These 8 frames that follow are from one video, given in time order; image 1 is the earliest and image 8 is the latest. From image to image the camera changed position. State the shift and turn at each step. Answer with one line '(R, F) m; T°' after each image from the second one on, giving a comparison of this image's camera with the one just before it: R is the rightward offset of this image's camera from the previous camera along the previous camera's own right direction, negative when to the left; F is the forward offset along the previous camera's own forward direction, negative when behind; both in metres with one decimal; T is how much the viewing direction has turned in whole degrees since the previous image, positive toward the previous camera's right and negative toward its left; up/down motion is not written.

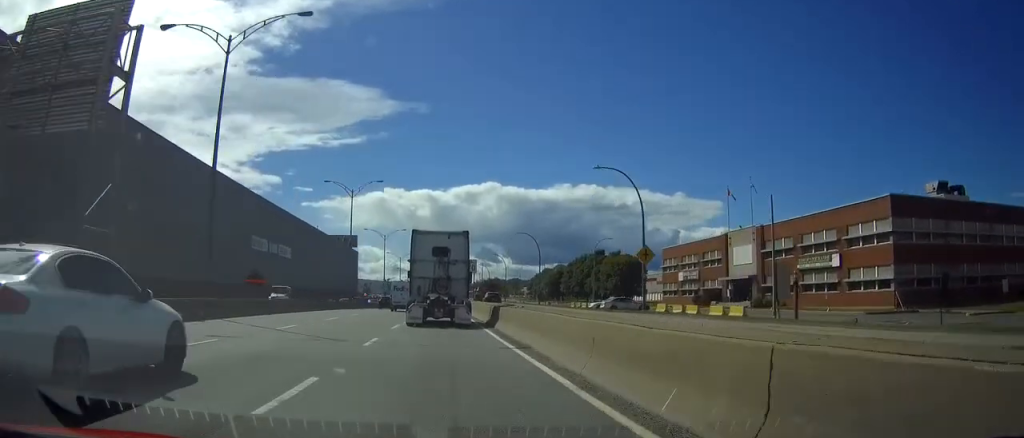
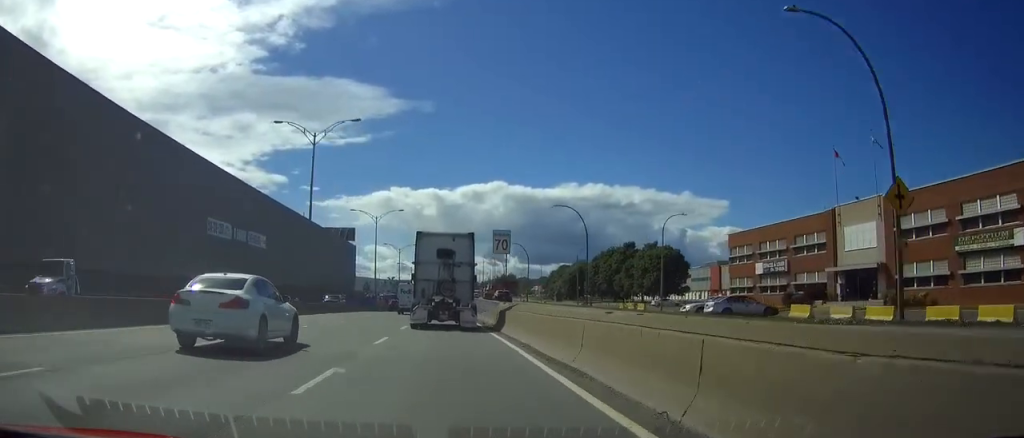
(-0.1, +25.7) m; 0°
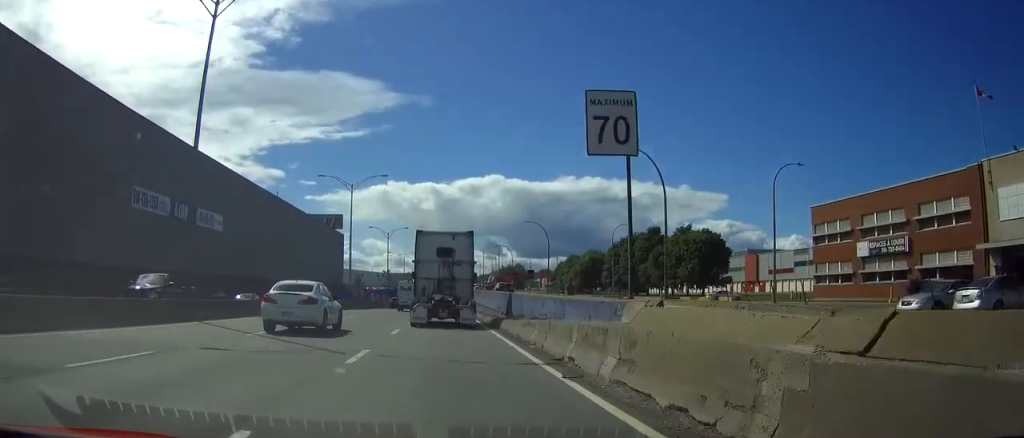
(0.0, +23.4) m; 0°
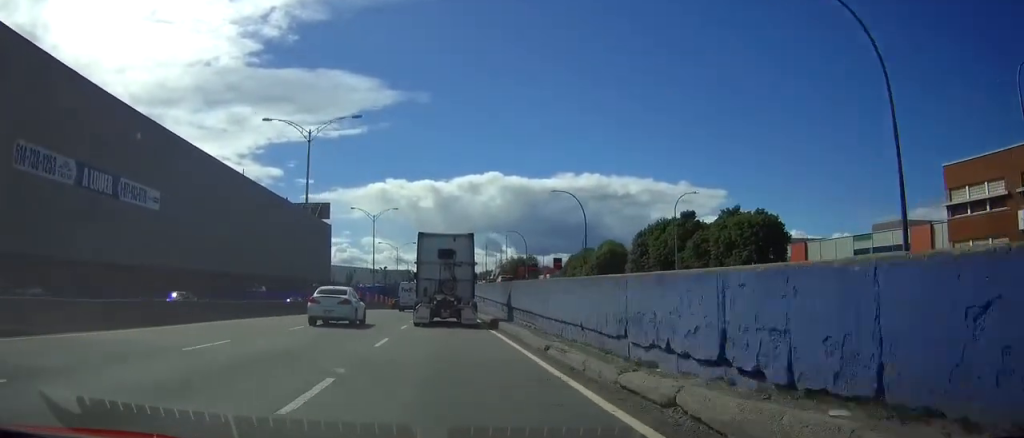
(-0.1, +23.1) m; 0°
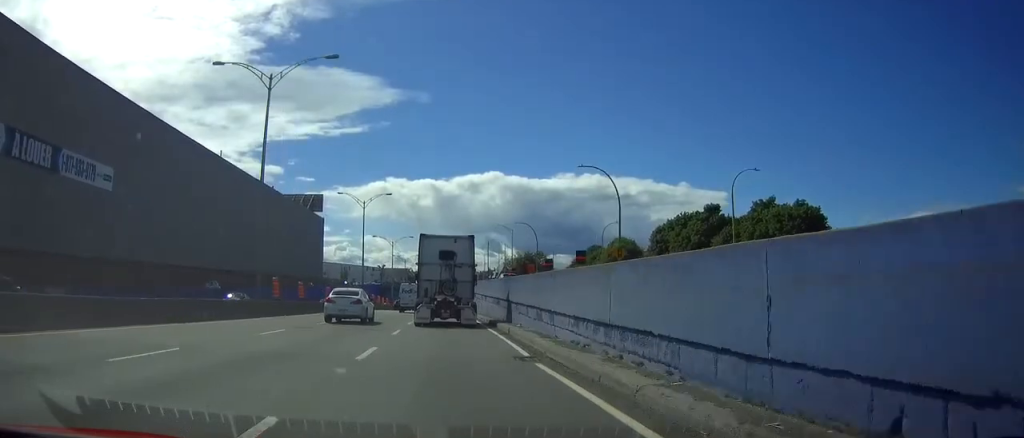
(0.0, +12.5) m; 0°
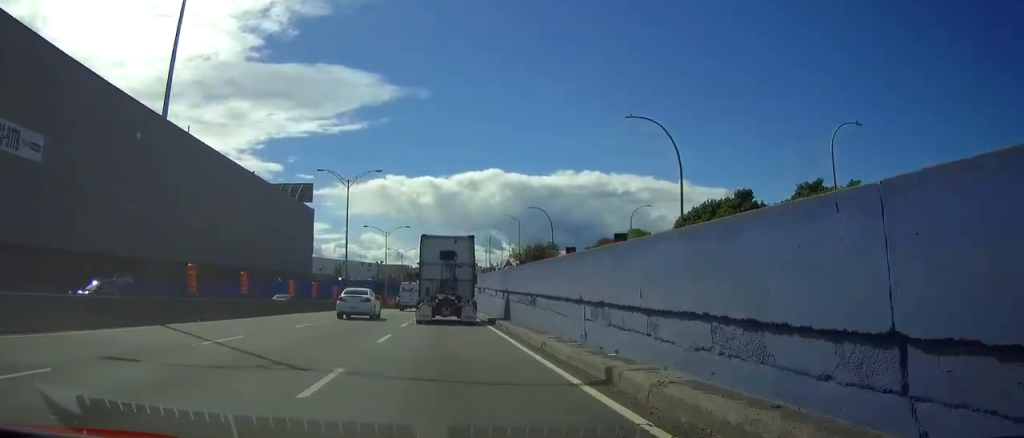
(0.0, +13.9) m; 0°
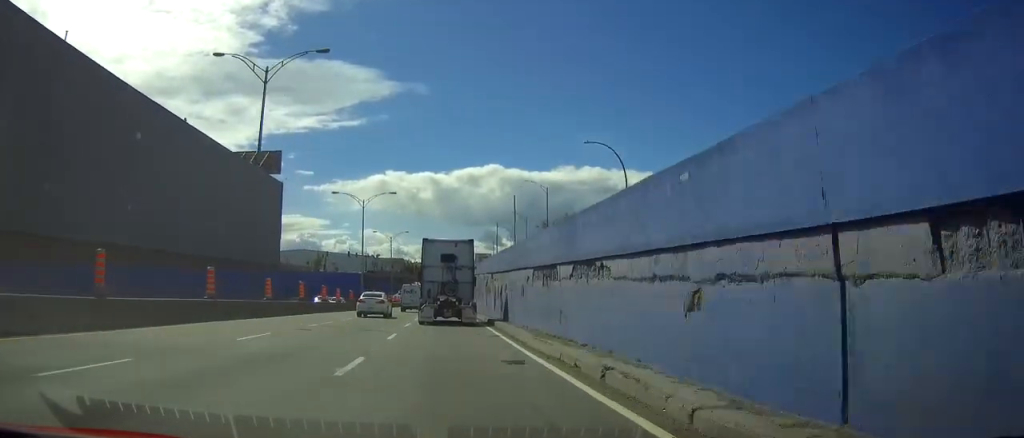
(-0.1, +33.4) m; 0°
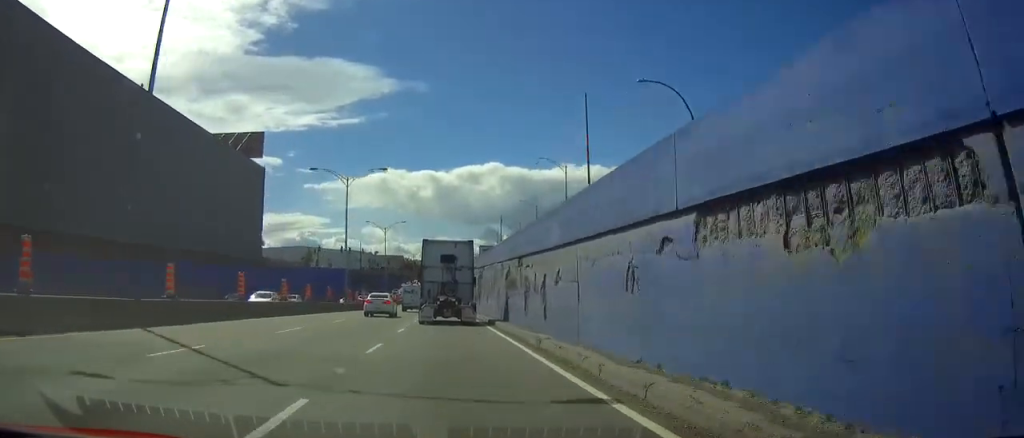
(+0.1, +14.1) m; 0°
